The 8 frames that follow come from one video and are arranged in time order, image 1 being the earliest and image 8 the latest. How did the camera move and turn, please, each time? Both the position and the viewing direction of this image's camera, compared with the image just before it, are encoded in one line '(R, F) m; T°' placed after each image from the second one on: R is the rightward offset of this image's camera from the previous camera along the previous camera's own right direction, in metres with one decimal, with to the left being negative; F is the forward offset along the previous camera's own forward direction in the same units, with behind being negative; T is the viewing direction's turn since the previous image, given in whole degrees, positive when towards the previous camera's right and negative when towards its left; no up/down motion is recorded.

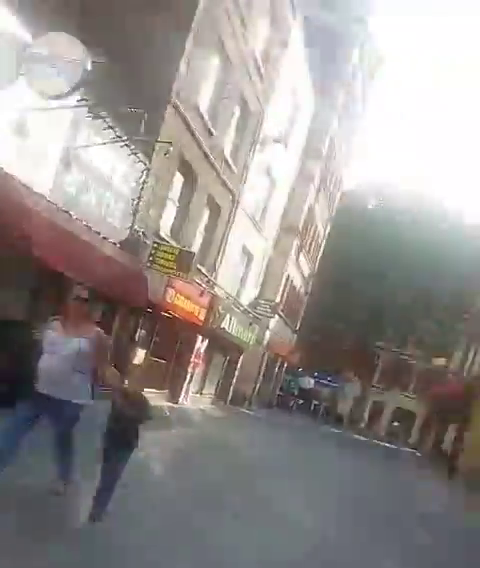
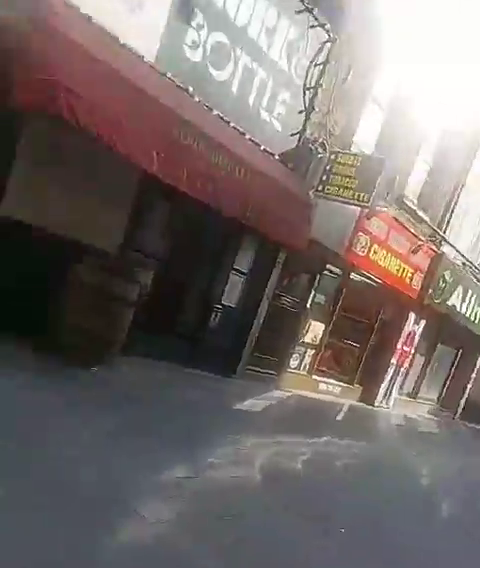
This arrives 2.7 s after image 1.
(+0.1, +4.0) m; -2°
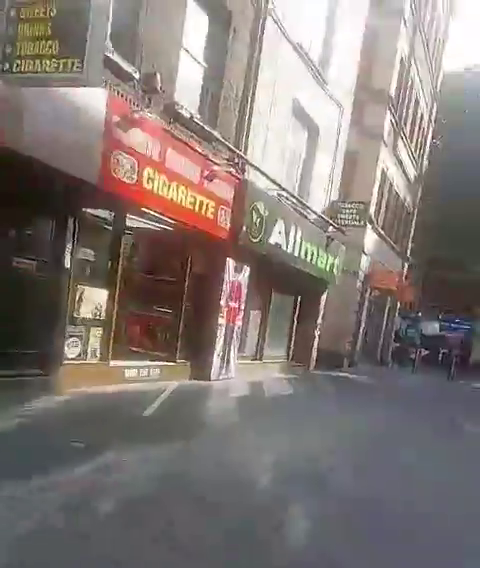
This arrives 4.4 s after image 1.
(-0.1, +2.7) m; -1°
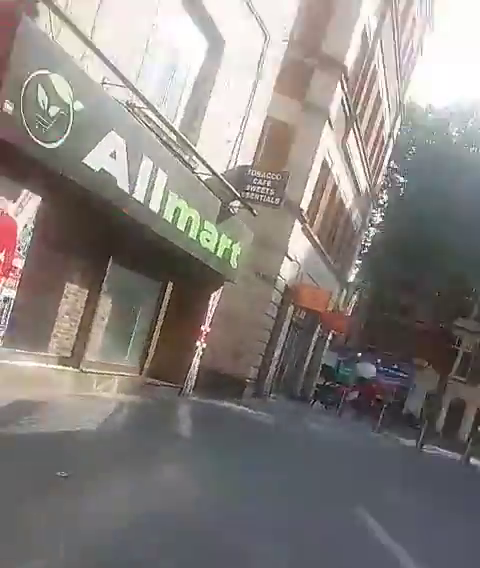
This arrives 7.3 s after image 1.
(+0.1, +4.3) m; +6°
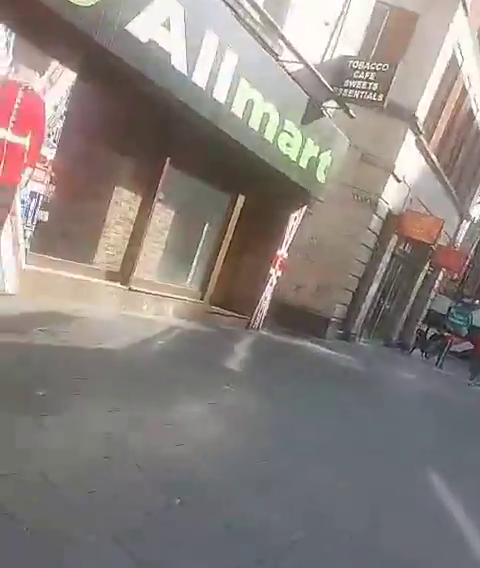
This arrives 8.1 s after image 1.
(+0.1, +1.1) m; +1°
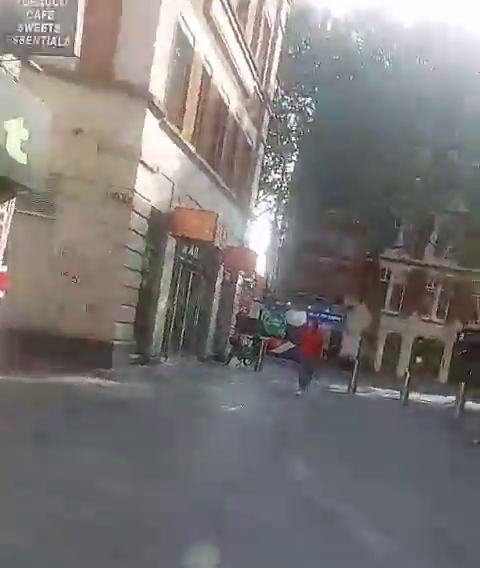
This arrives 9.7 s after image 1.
(0.0, +2.4) m; -1°
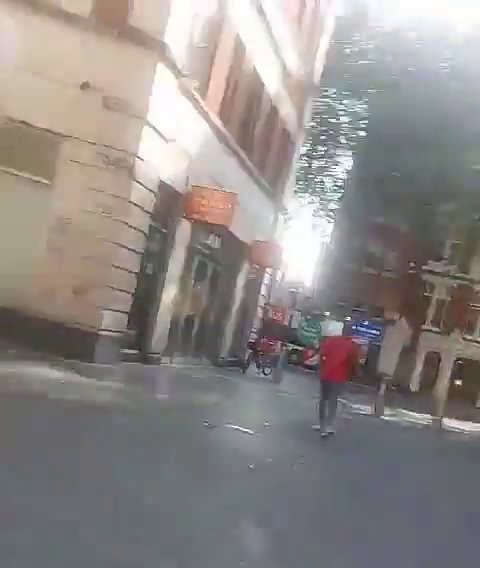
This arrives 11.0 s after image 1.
(0.0, +2.1) m; -3°
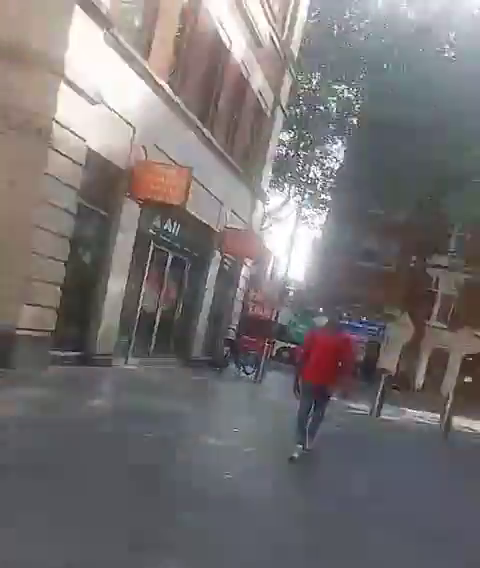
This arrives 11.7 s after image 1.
(0.0, +1.2) m; -2°
